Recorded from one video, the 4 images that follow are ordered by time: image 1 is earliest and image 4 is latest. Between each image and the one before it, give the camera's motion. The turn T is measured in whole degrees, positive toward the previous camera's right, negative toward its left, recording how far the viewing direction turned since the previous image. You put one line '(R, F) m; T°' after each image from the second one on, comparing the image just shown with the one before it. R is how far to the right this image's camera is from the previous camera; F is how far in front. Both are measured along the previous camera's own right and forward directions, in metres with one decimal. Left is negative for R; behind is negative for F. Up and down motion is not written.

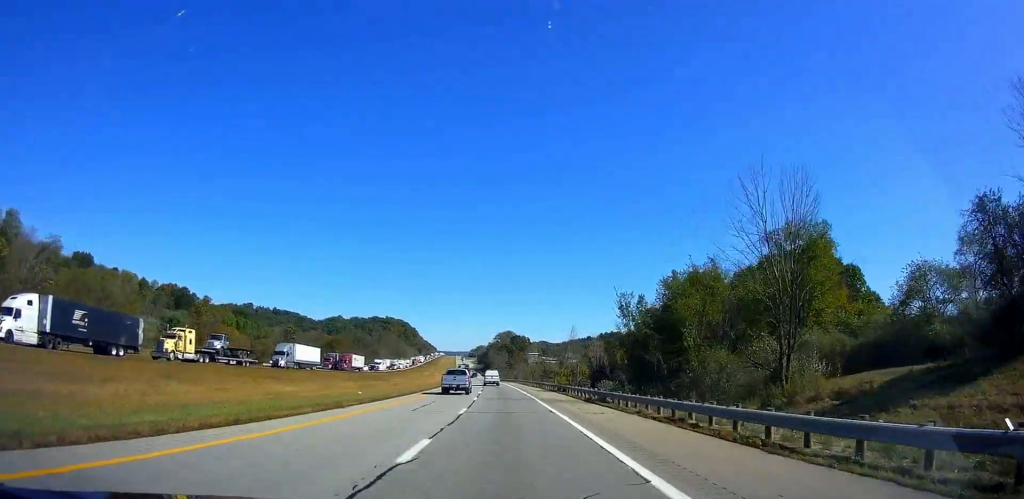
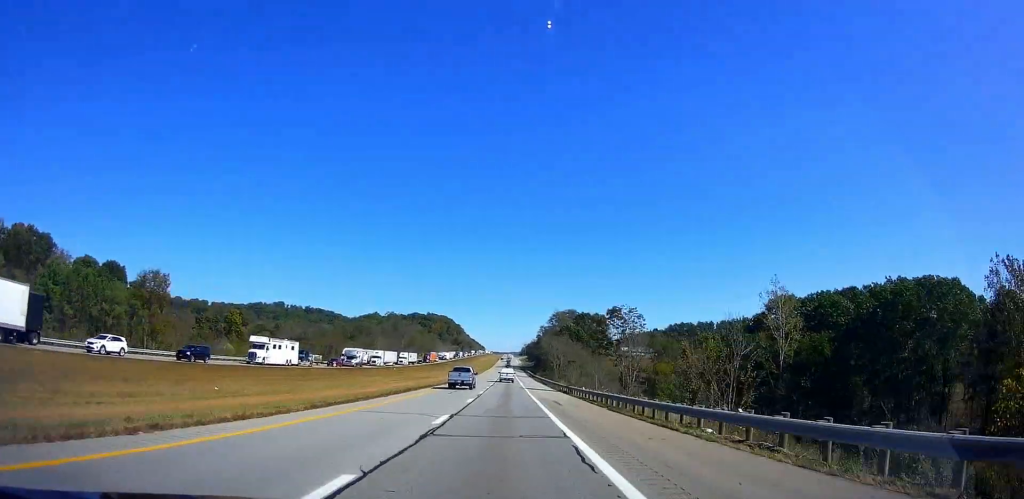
(-4.6, +110.9) m; -4°
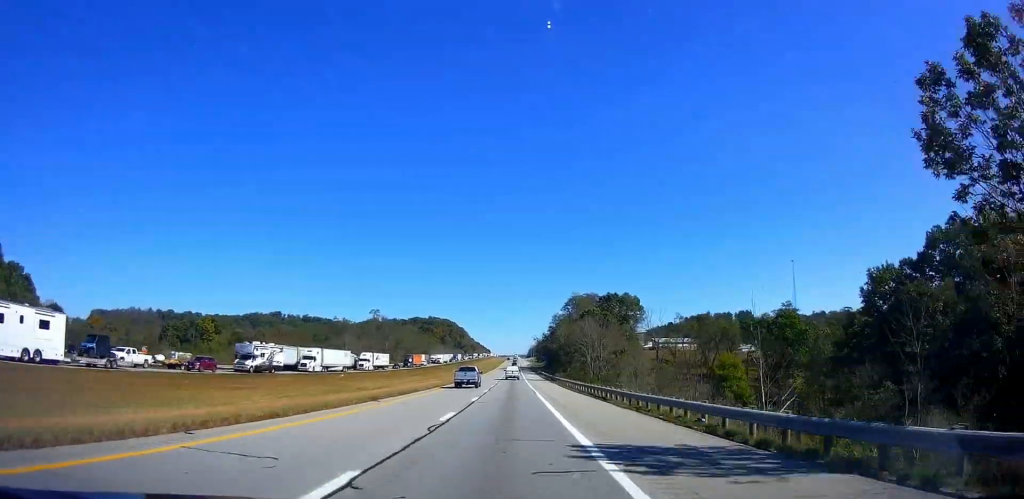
(-1.0, +47.6) m; -1°
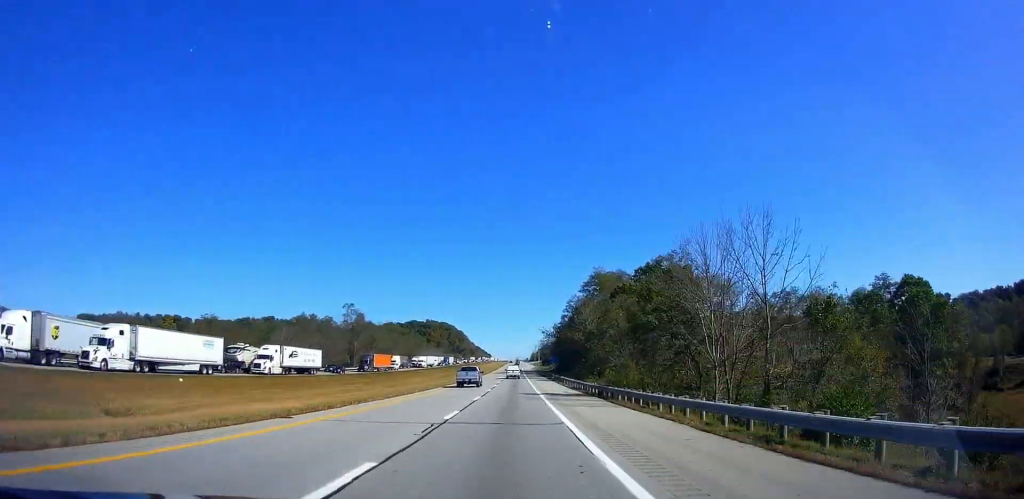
(+0.4, +47.3) m; 0°
